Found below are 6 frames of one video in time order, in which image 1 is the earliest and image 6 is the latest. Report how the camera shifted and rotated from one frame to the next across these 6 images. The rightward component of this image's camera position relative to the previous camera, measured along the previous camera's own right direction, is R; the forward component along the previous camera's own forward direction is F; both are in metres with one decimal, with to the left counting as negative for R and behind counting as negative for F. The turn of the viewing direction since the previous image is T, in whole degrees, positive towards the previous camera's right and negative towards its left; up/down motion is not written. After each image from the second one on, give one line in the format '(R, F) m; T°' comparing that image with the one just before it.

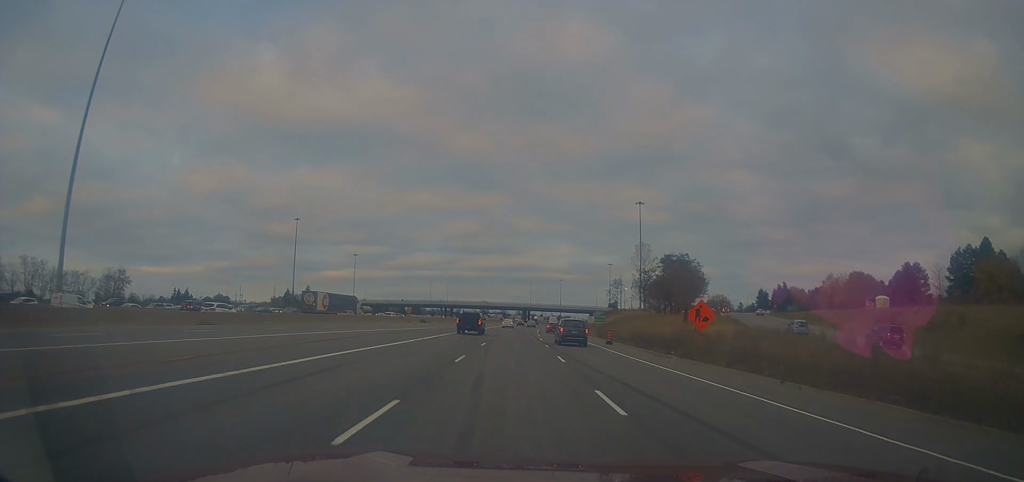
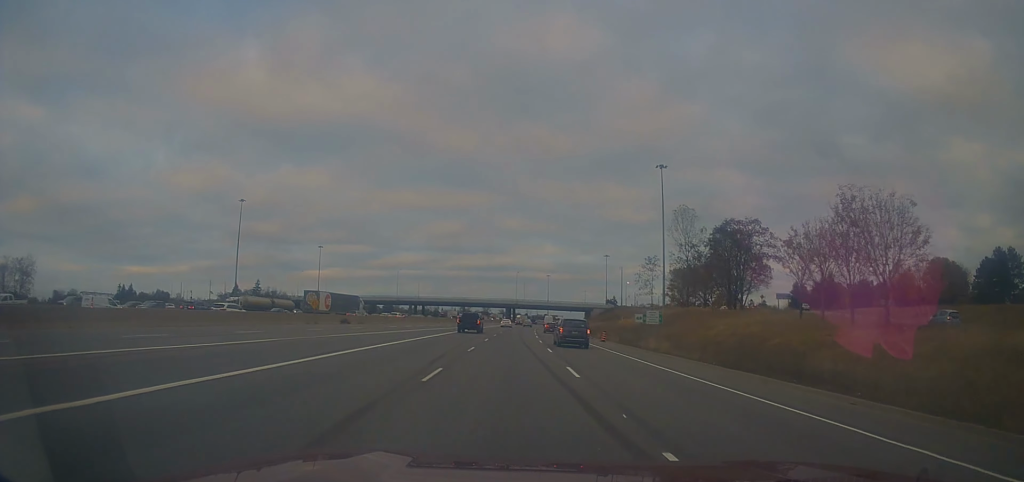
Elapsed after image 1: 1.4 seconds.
(+1.1, +41.7) m; +3°
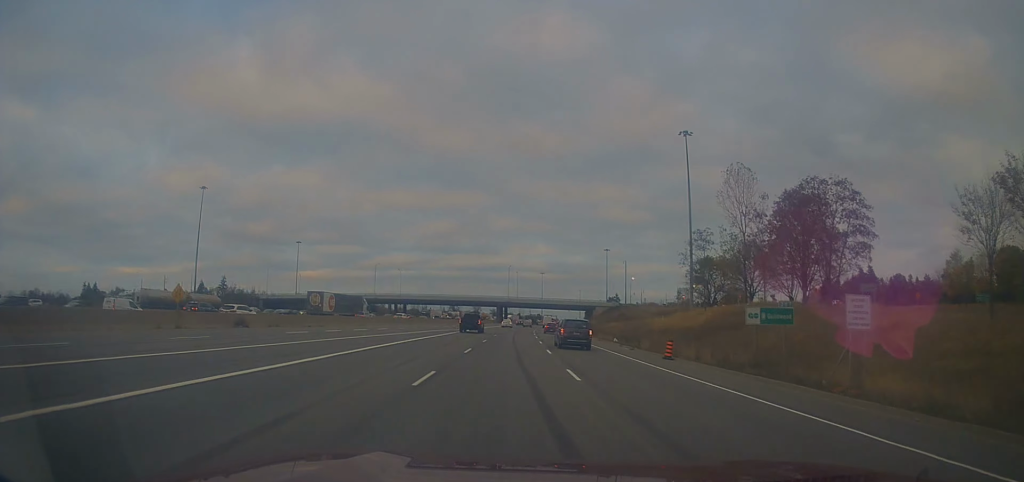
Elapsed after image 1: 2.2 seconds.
(+0.5, +24.8) m; +1°
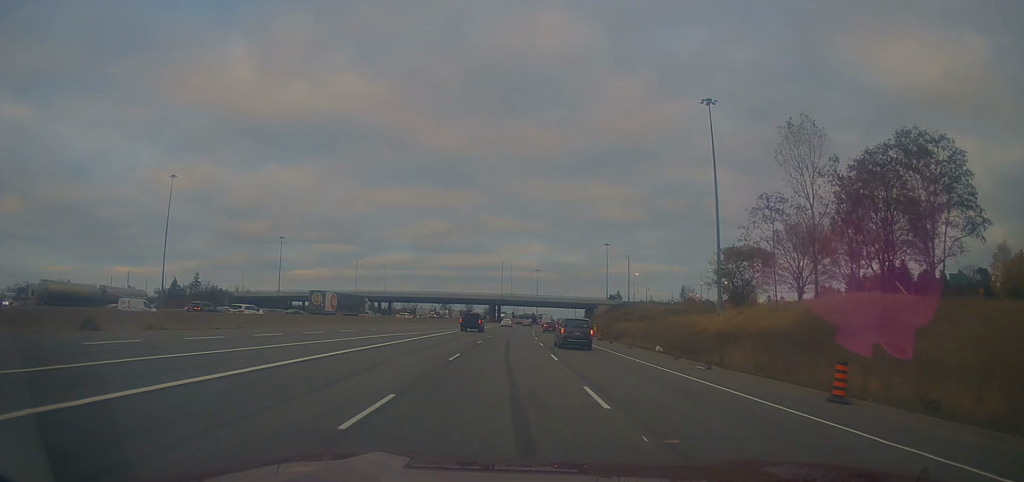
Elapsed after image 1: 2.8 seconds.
(+0.1, +16.7) m; 0°
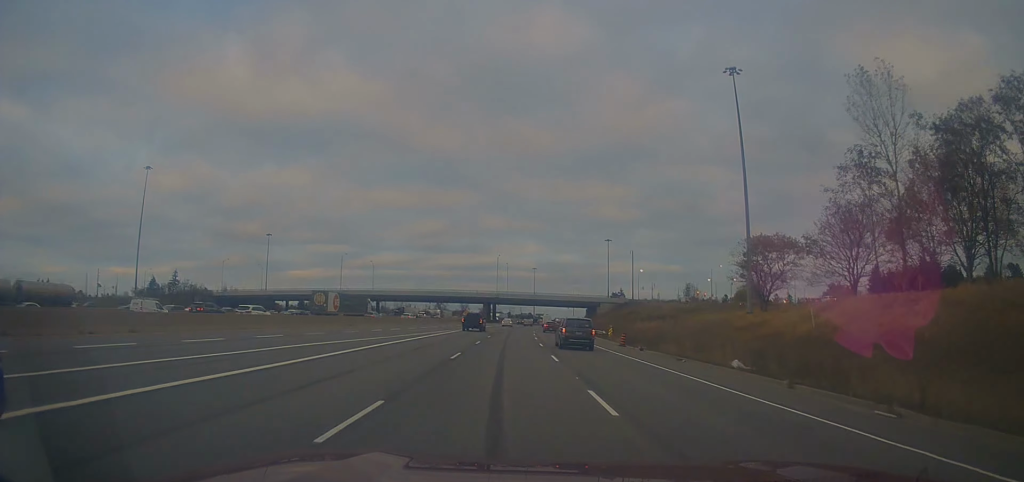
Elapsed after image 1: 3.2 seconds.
(0.0, +12.8) m; 0°
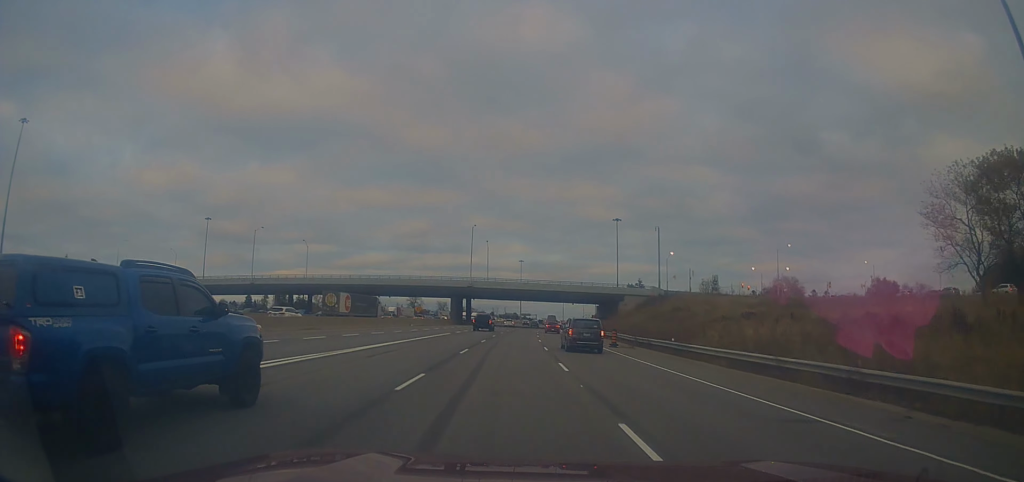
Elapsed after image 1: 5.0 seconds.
(0.0, +51.8) m; +2°
